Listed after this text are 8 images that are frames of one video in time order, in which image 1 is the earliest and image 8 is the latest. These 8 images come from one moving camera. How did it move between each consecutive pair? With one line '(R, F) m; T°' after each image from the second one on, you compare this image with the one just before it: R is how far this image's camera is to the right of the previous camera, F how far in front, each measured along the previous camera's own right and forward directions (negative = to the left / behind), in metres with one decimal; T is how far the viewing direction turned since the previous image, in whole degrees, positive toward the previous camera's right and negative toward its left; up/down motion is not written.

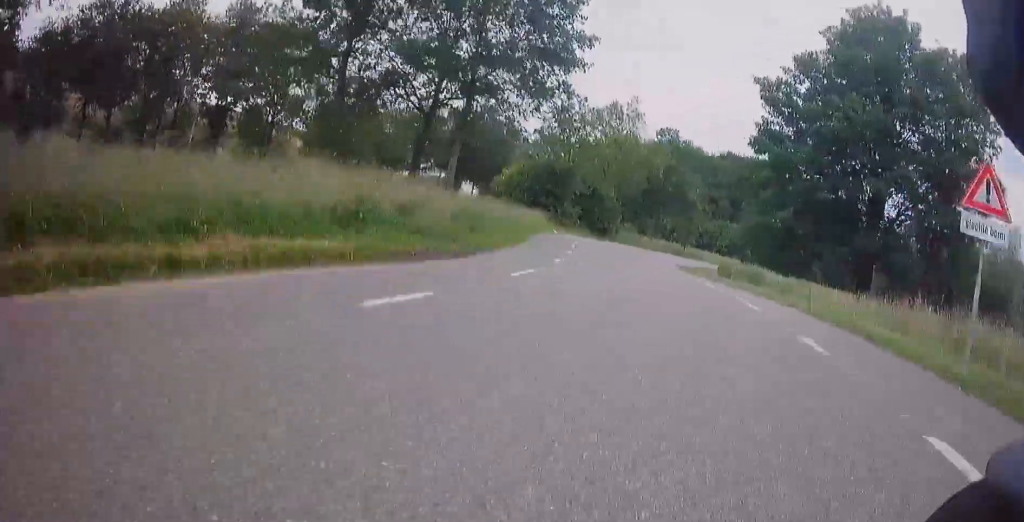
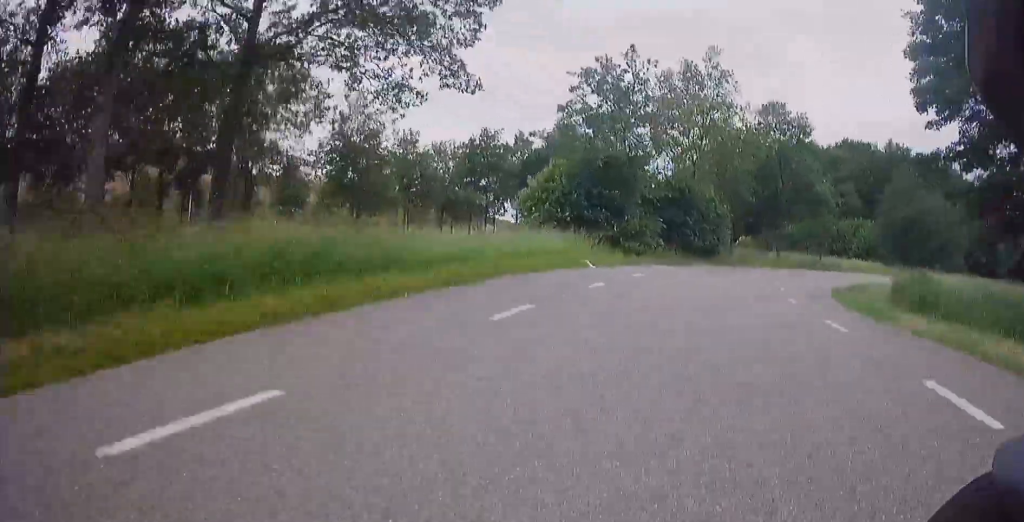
(-2.0, +14.7) m; -8°
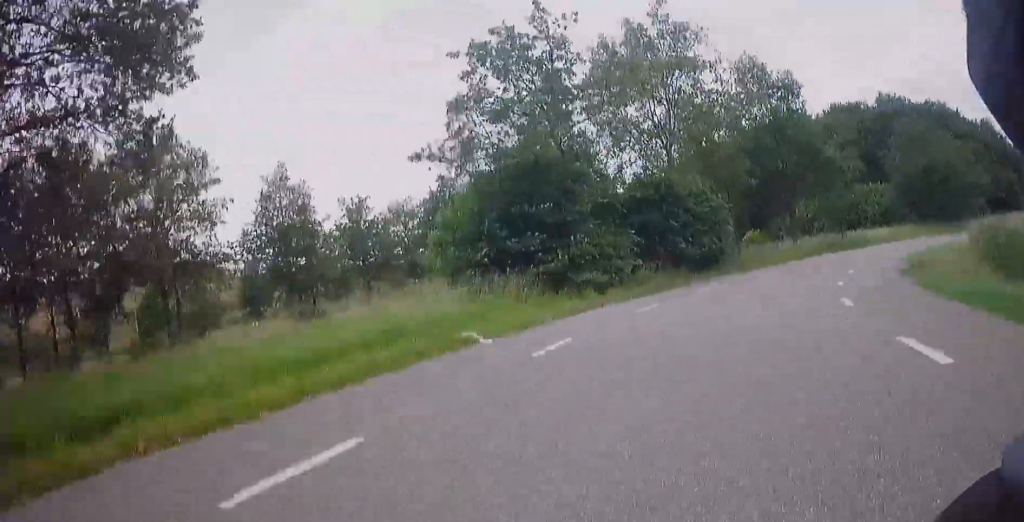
(0.0, +7.6) m; 0°
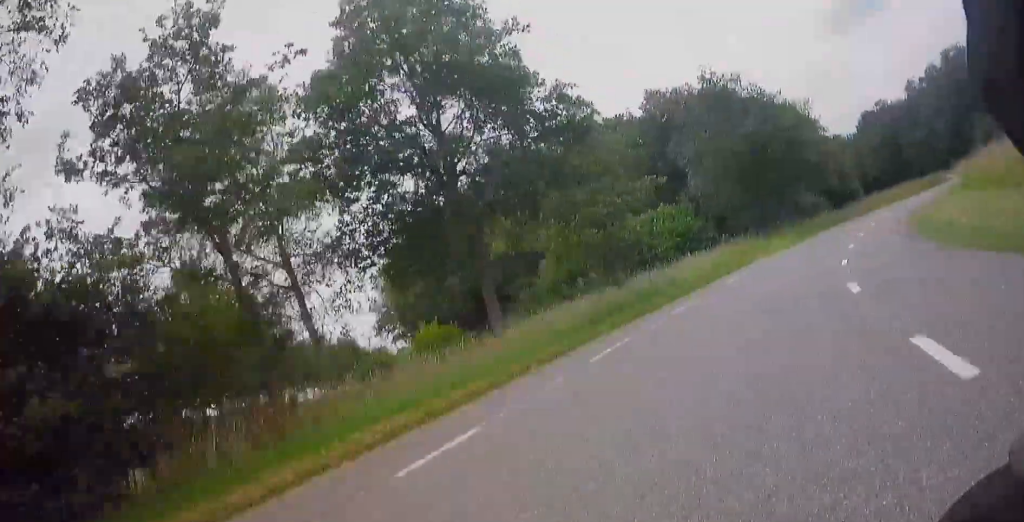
(+1.1, +22.9) m; +12°
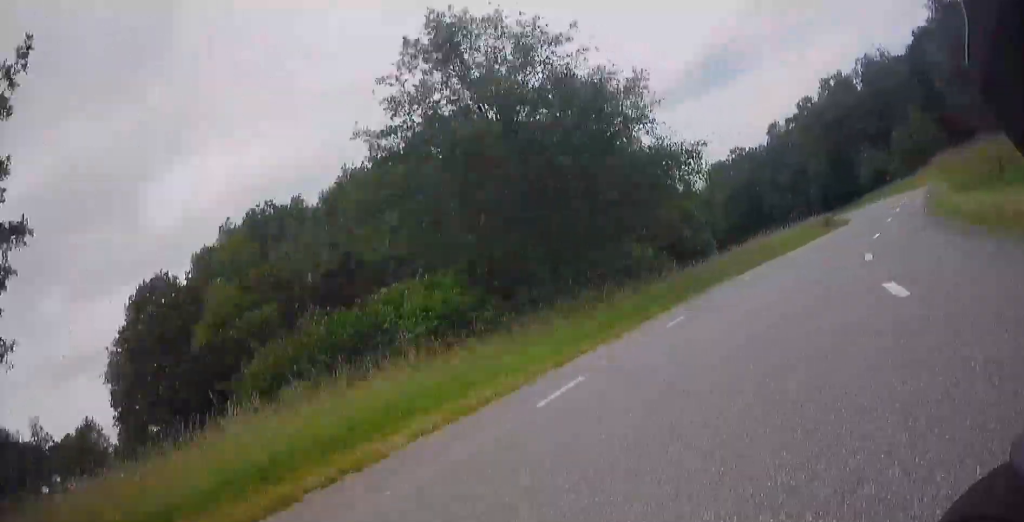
(+3.2, +18.9) m; +21°
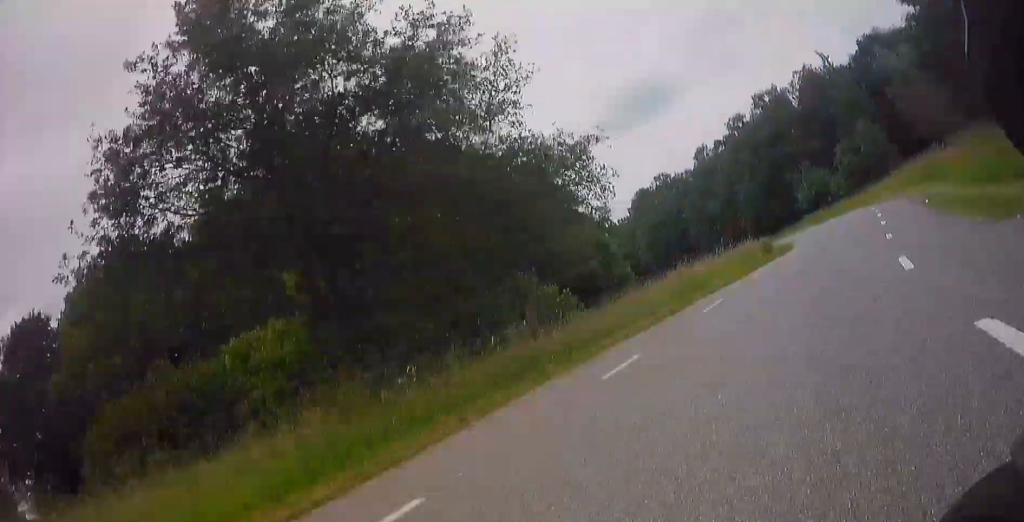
(+0.9, +7.6) m; +8°
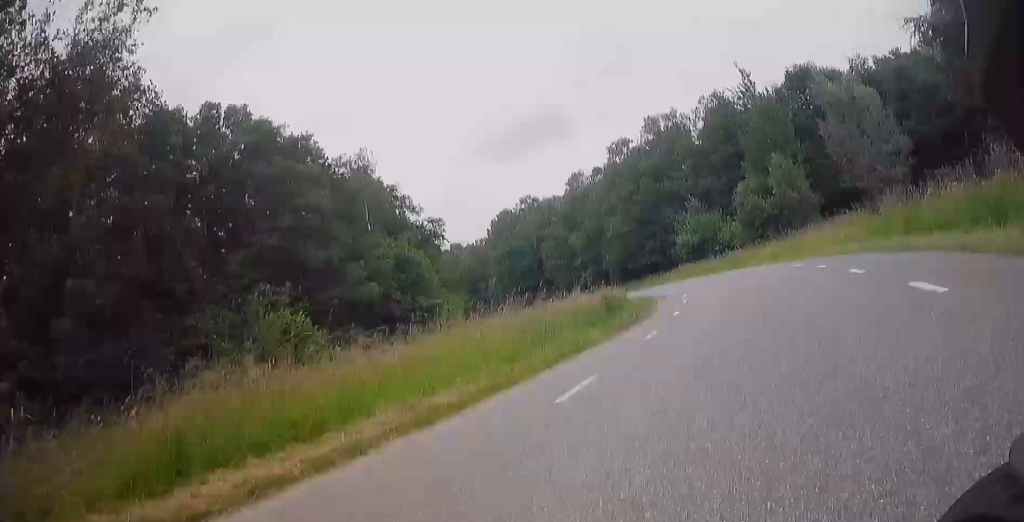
(+1.9, +14.1) m; +12°
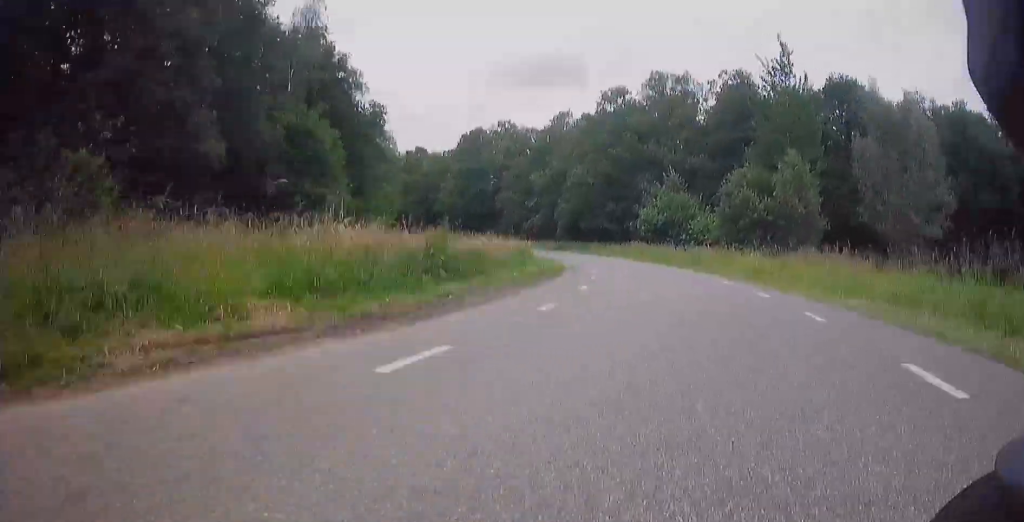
(+0.8, +11.0) m; +4°
